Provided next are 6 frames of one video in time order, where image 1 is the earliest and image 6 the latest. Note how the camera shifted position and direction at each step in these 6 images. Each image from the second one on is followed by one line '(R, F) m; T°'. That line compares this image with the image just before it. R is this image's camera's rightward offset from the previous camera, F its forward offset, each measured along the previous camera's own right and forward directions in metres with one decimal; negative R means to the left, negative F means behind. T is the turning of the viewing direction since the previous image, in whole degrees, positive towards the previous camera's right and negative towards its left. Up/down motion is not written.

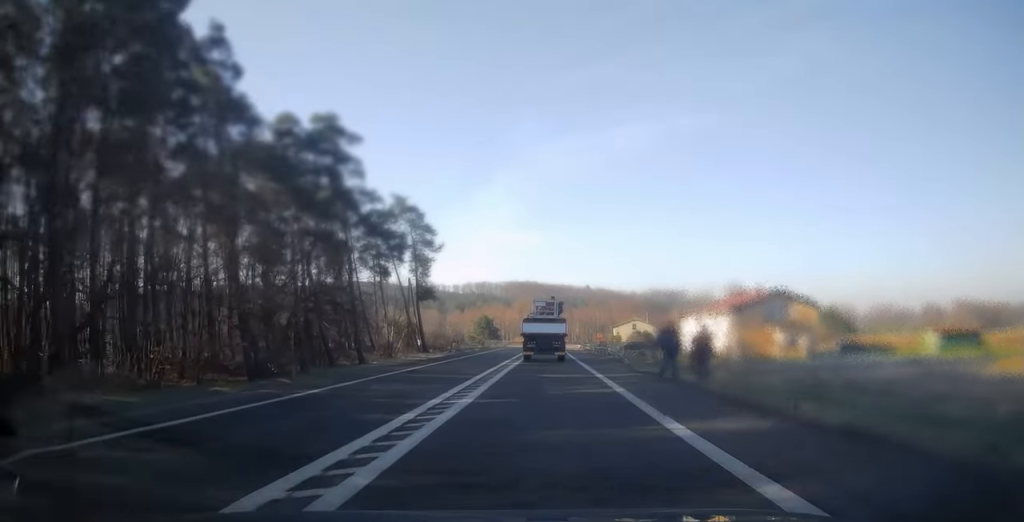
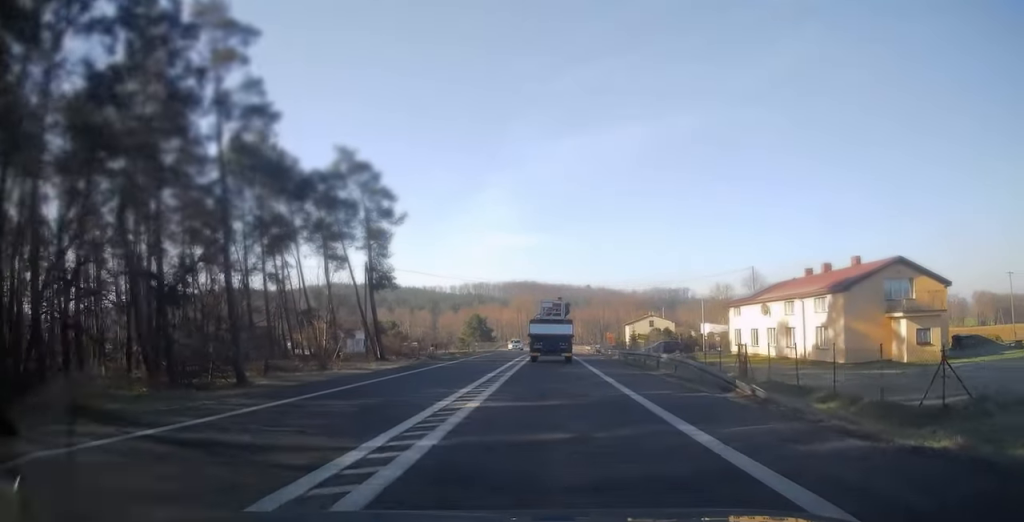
(-0.1, +20.0) m; 0°
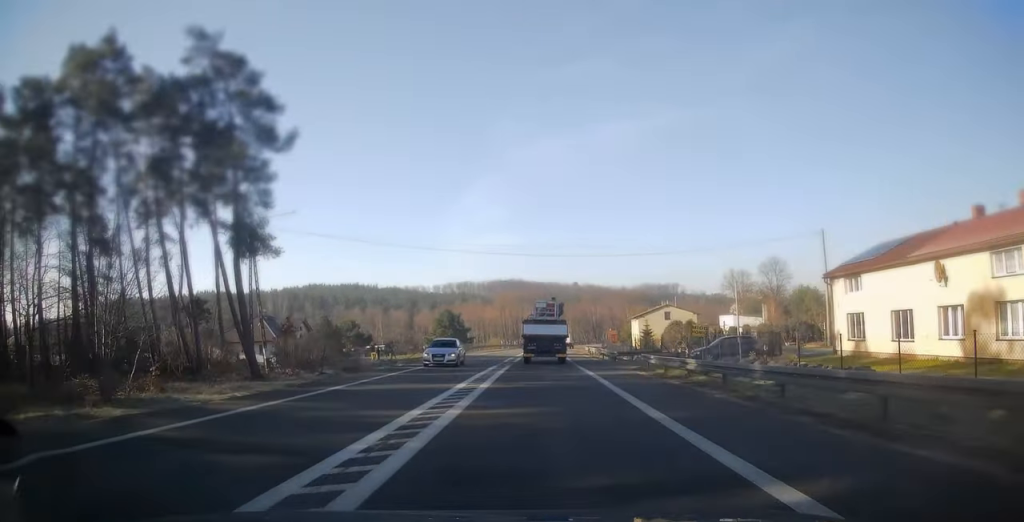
(+0.3, +23.3) m; +2°
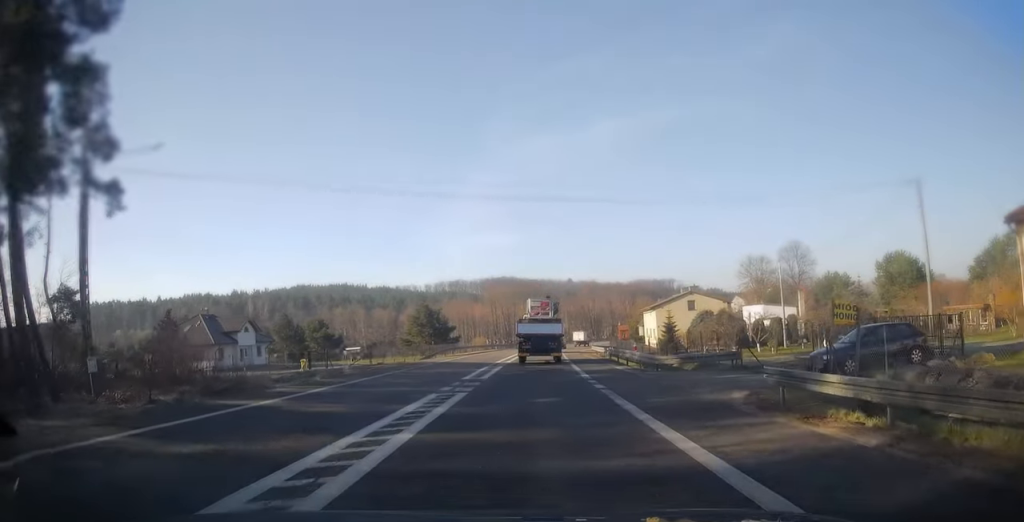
(+0.2, +16.4) m; +1°
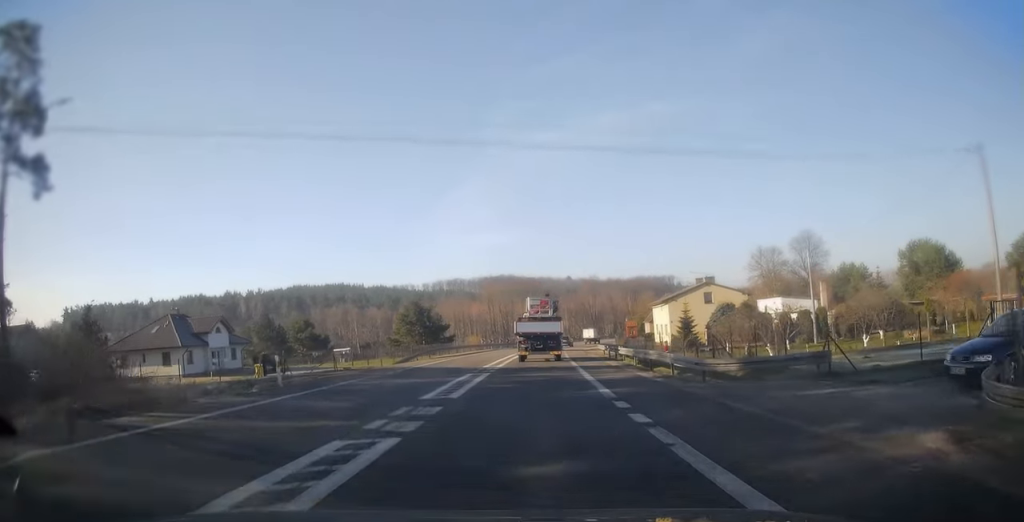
(0.0, +7.2) m; 0°
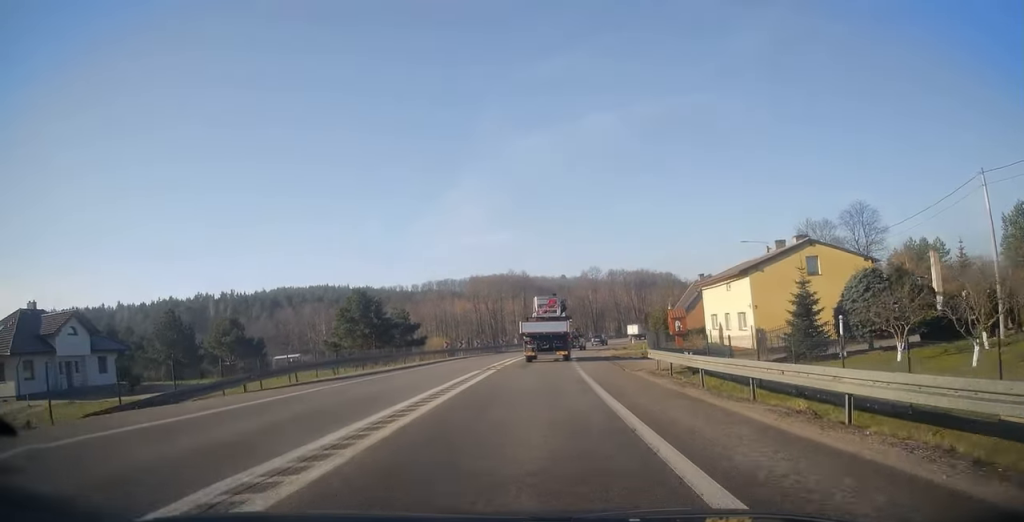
(-0.2, +25.0) m; 0°
